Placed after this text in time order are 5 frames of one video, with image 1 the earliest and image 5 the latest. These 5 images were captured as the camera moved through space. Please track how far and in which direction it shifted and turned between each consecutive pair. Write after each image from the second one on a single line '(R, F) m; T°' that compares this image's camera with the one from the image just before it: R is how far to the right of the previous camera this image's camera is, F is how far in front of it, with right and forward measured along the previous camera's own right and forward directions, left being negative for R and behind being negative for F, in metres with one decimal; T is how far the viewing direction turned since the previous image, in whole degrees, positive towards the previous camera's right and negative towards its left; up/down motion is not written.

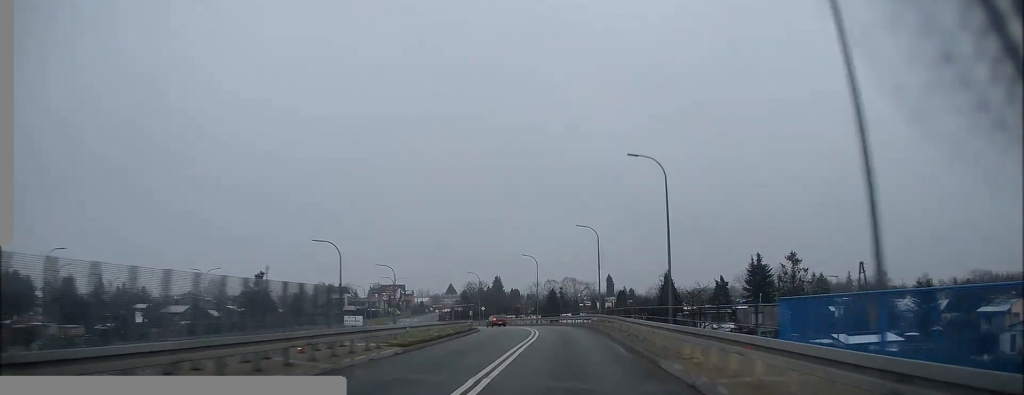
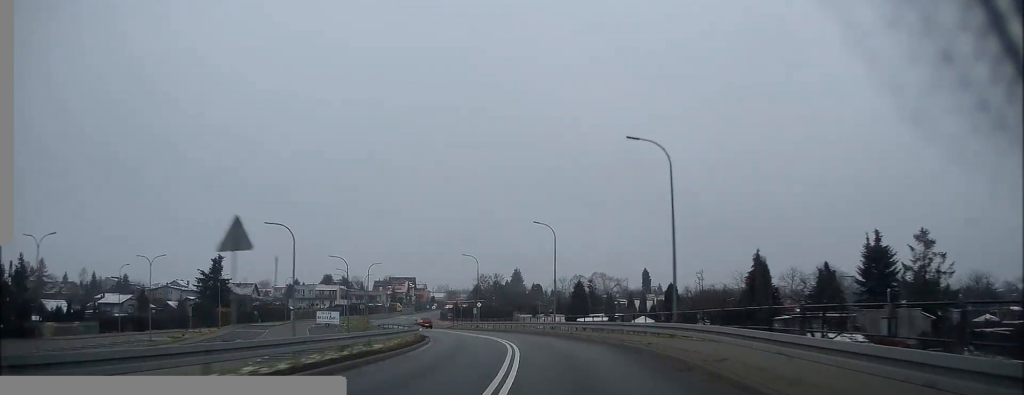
(-0.6, +29.1) m; -3°
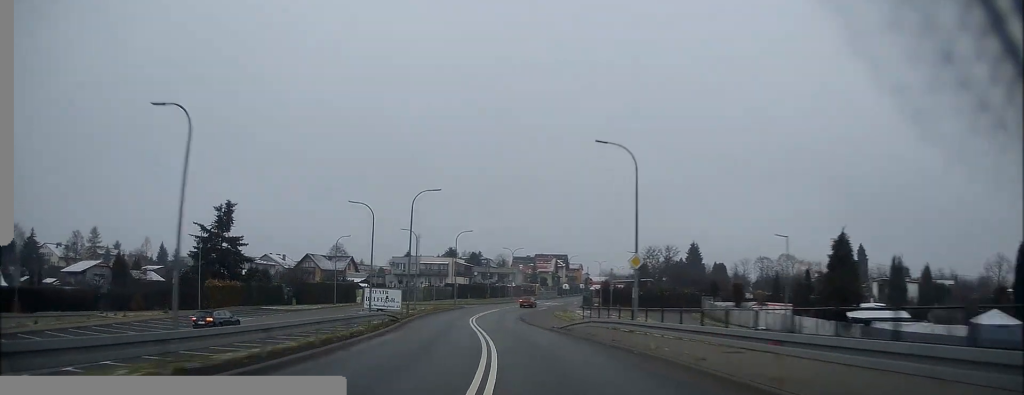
(-5.3, +46.7) m; -15°
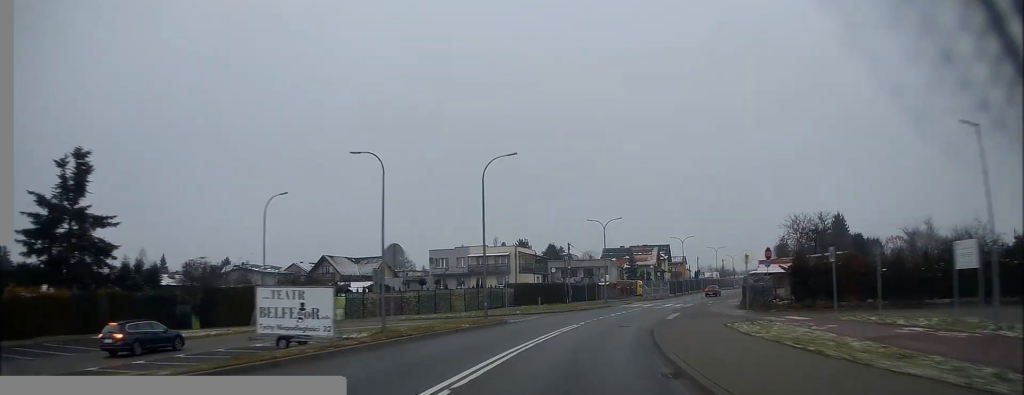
(-3.9, +40.1) m; -7°
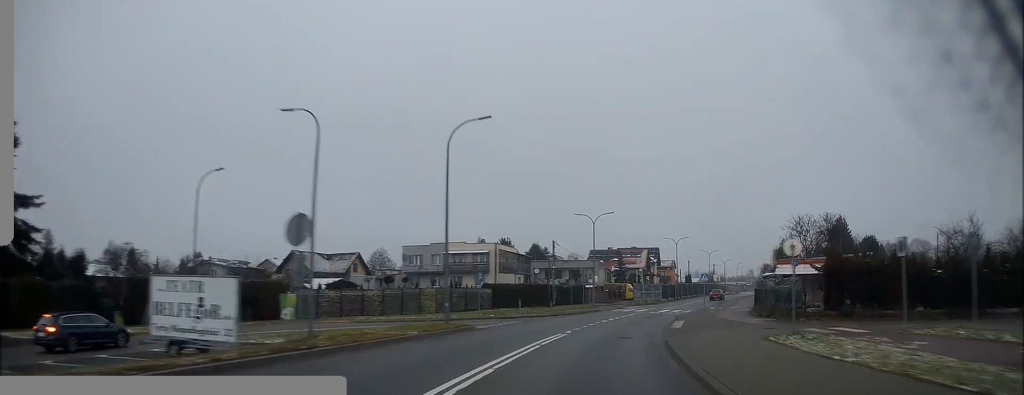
(0.0, +7.0) m; +1°
